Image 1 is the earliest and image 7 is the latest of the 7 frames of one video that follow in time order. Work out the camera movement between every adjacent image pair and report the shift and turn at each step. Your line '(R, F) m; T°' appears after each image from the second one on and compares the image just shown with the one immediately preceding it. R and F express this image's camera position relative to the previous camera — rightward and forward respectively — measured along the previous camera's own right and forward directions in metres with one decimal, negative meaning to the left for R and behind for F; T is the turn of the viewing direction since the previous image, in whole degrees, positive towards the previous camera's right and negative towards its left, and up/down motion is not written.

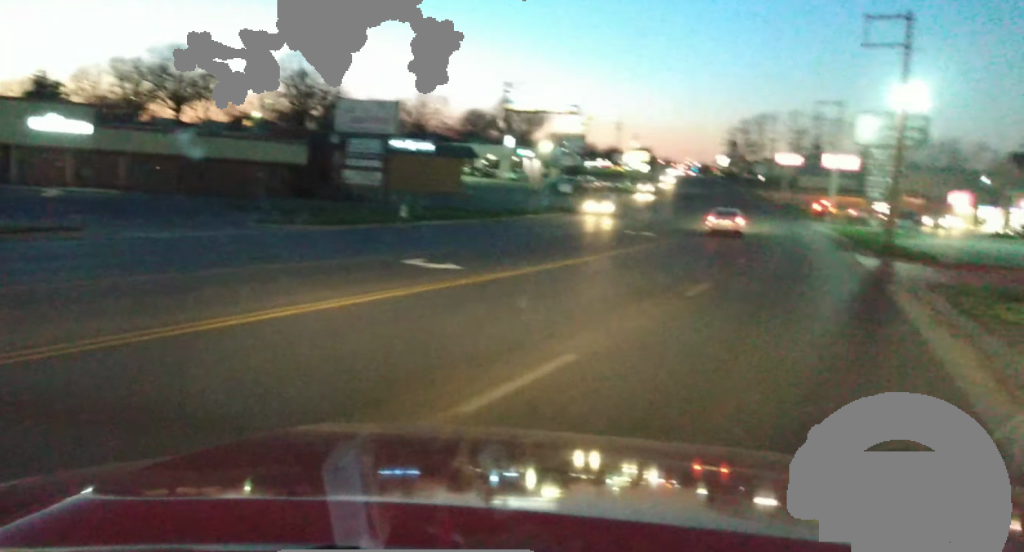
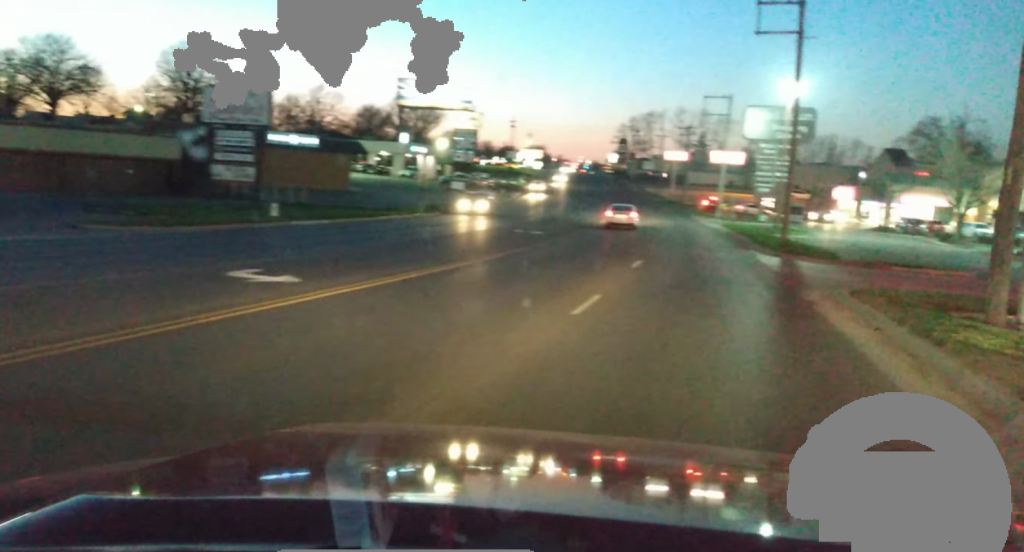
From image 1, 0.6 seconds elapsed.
(+0.4, +4.7) m; +3°
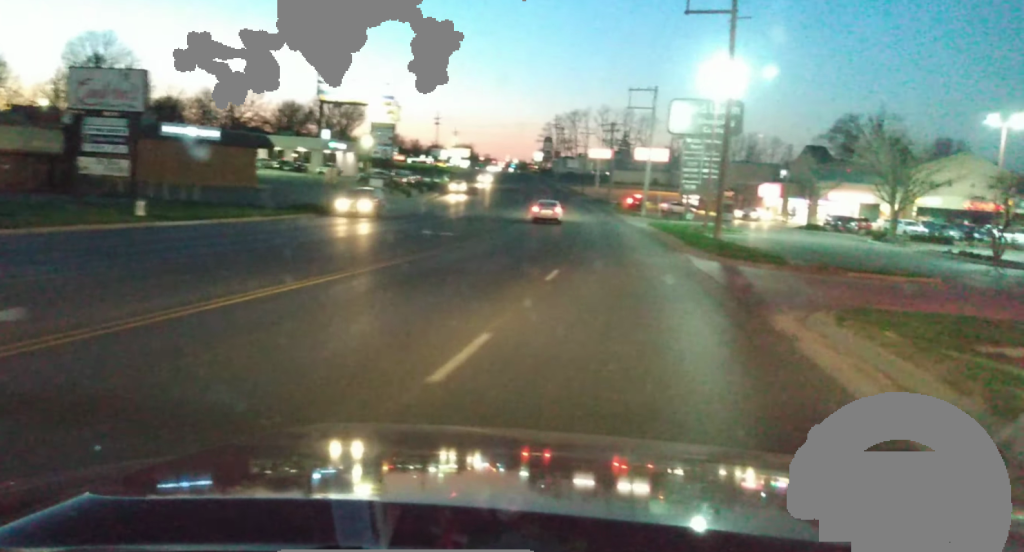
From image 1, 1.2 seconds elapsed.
(+0.2, +6.0) m; +2°
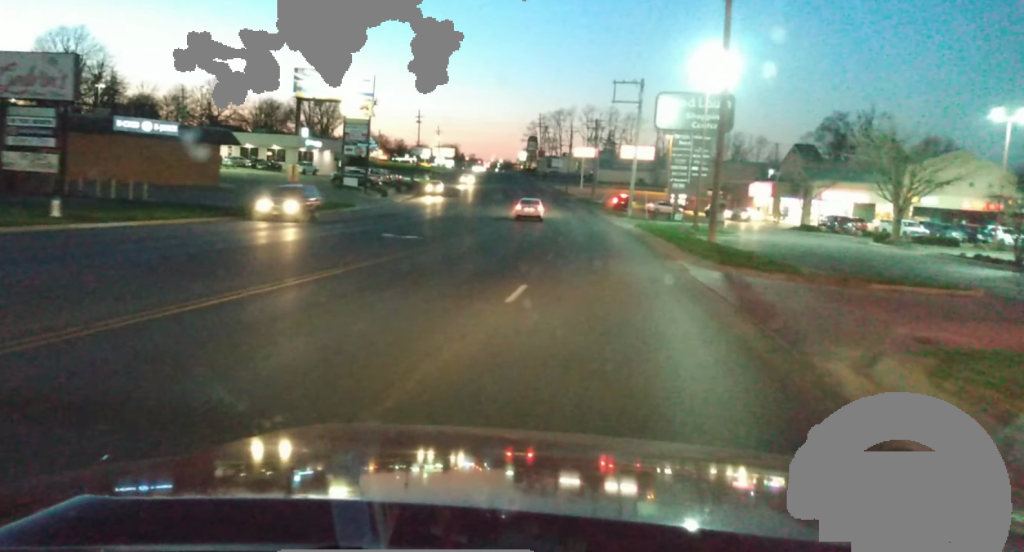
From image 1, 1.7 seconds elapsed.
(0.0, +4.8) m; +1°
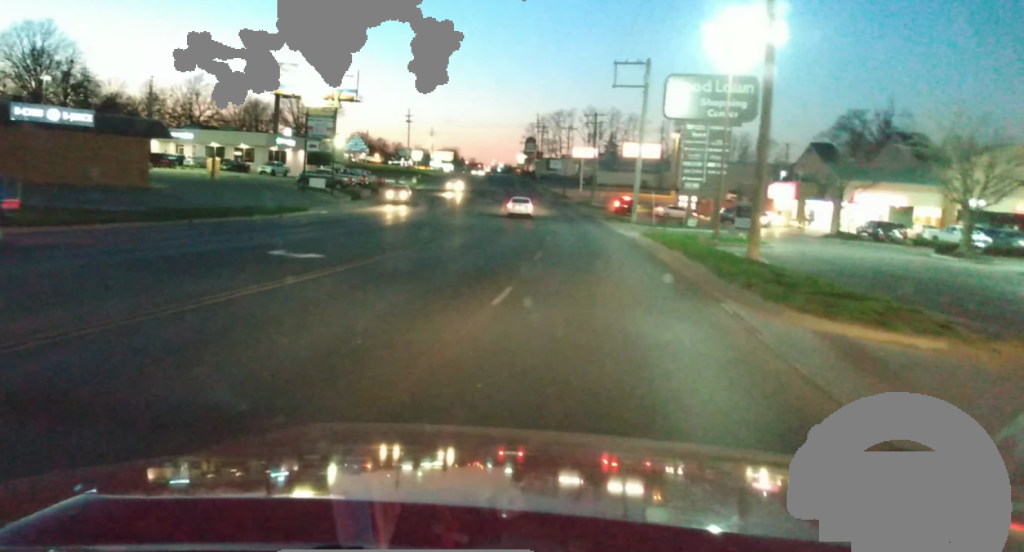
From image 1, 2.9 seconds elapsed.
(+0.3, +12.5) m; +1°
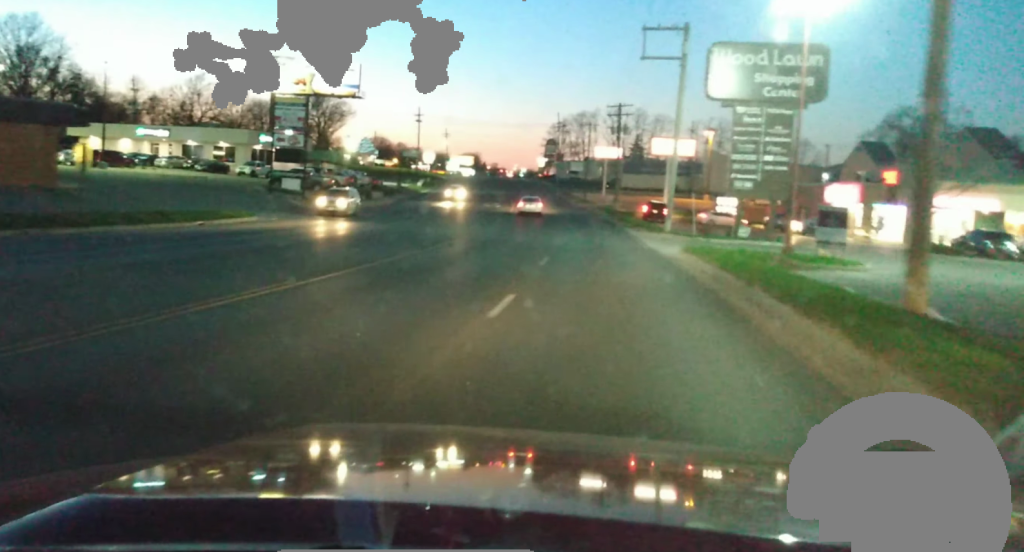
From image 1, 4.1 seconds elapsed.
(-0.2, +14.2) m; -1°
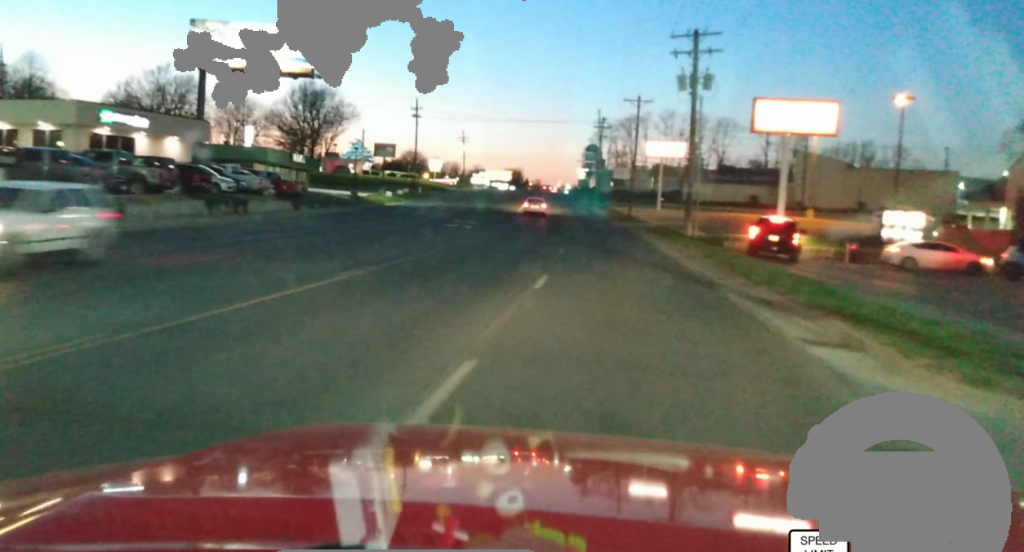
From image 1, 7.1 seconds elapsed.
(+0.2, +43.6) m; 0°
